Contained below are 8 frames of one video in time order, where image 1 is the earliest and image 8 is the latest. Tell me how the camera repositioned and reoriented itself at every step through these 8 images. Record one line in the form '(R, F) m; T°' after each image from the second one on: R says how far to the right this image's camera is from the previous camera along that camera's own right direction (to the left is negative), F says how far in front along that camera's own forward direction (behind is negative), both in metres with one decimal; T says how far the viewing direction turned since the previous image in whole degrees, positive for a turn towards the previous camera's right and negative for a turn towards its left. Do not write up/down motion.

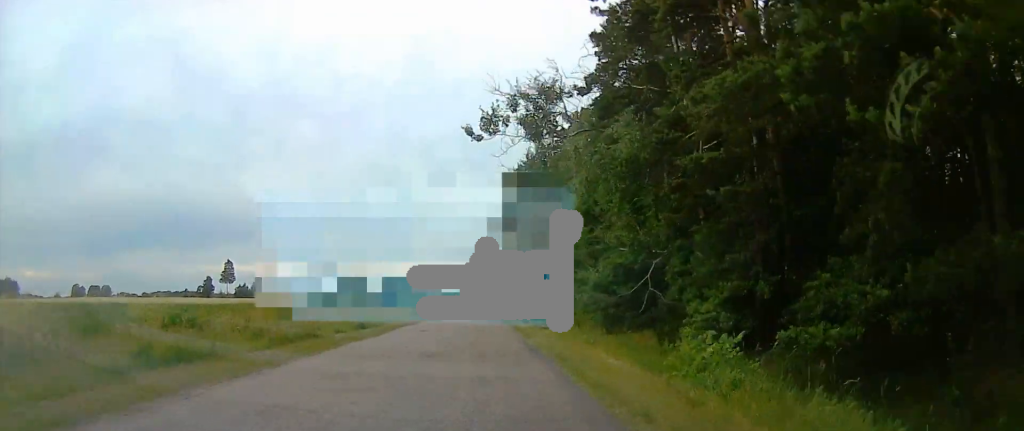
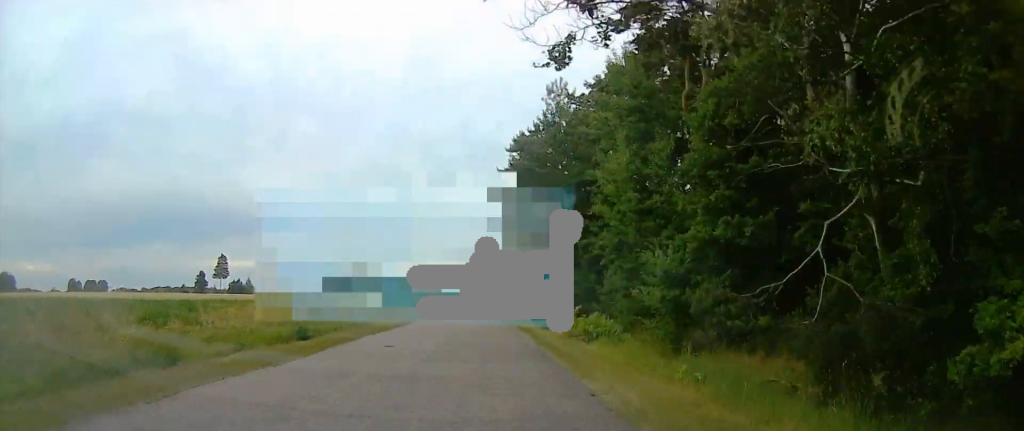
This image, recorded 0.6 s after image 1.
(+0.2, +9.5) m; +1°
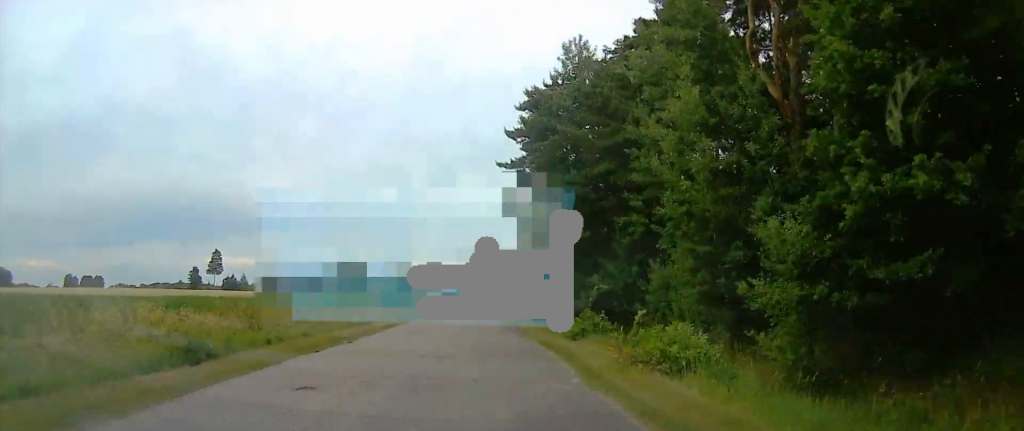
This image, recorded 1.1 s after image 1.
(+0.2, +7.3) m; -1°
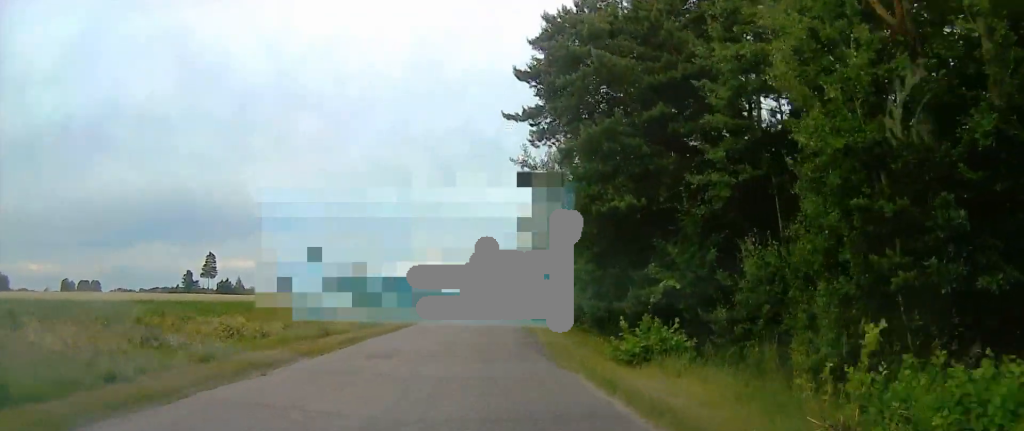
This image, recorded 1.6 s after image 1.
(-0.1, +7.2) m; -1°
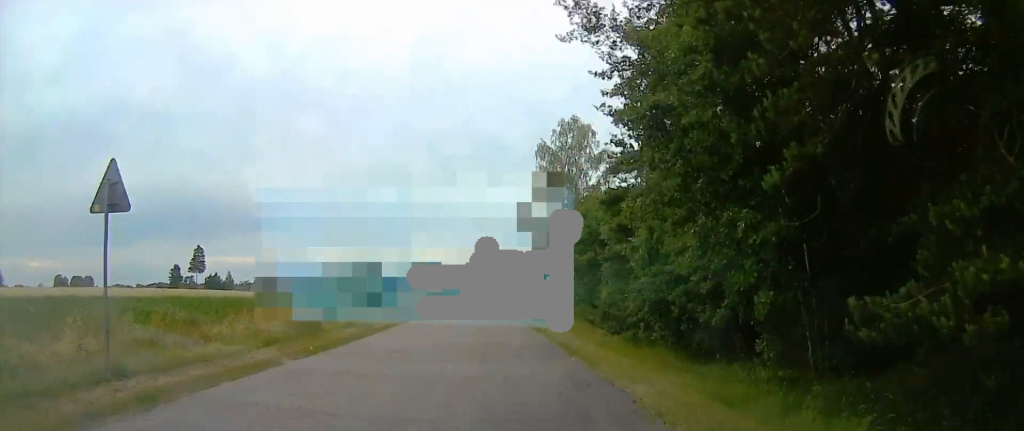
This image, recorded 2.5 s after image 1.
(-0.5, +12.7) m; -3°
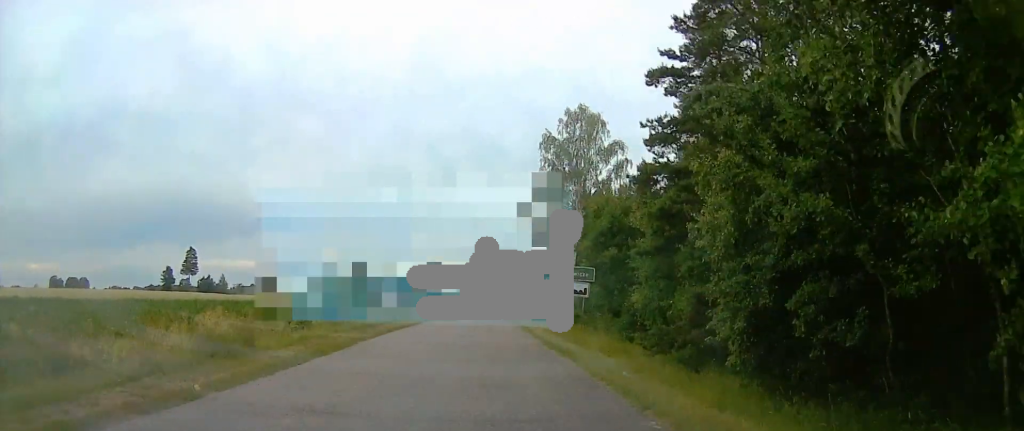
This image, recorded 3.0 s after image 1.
(-0.1, +5.9) m; -1°
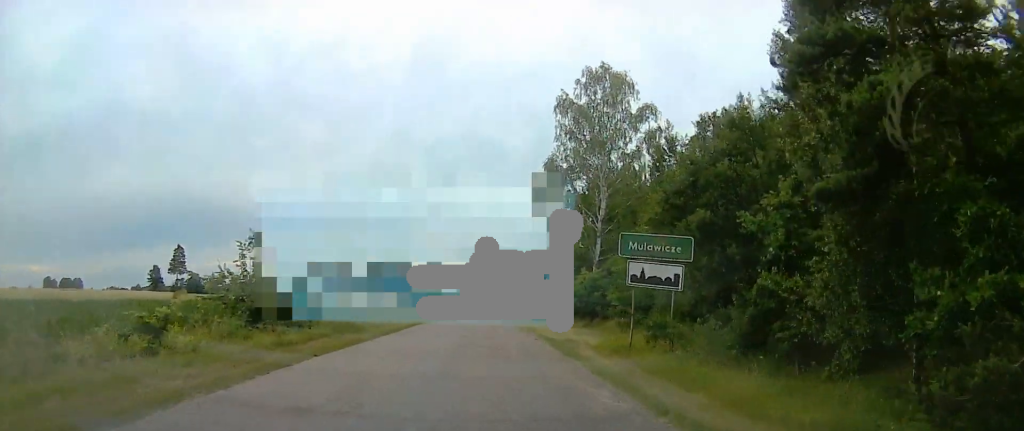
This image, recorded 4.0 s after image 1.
(-0.1, +11.8) m; 0°
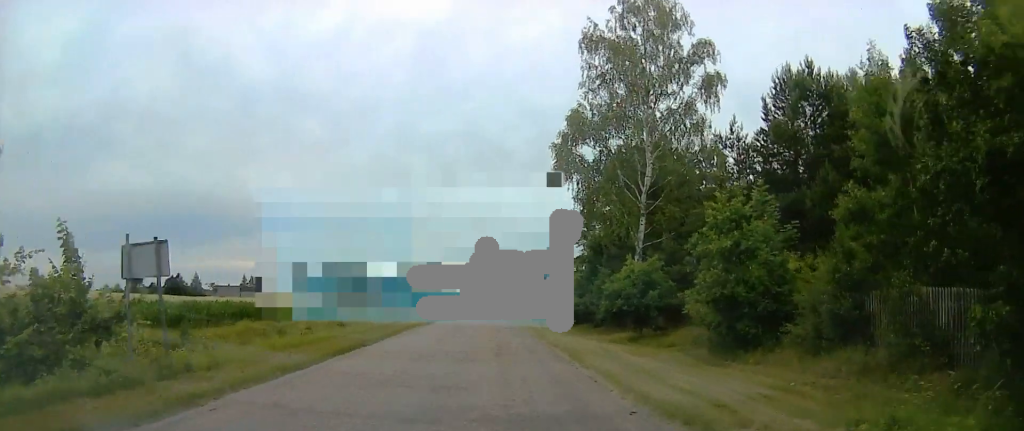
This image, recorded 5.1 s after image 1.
(+0.1, +14.7) m; +1°
